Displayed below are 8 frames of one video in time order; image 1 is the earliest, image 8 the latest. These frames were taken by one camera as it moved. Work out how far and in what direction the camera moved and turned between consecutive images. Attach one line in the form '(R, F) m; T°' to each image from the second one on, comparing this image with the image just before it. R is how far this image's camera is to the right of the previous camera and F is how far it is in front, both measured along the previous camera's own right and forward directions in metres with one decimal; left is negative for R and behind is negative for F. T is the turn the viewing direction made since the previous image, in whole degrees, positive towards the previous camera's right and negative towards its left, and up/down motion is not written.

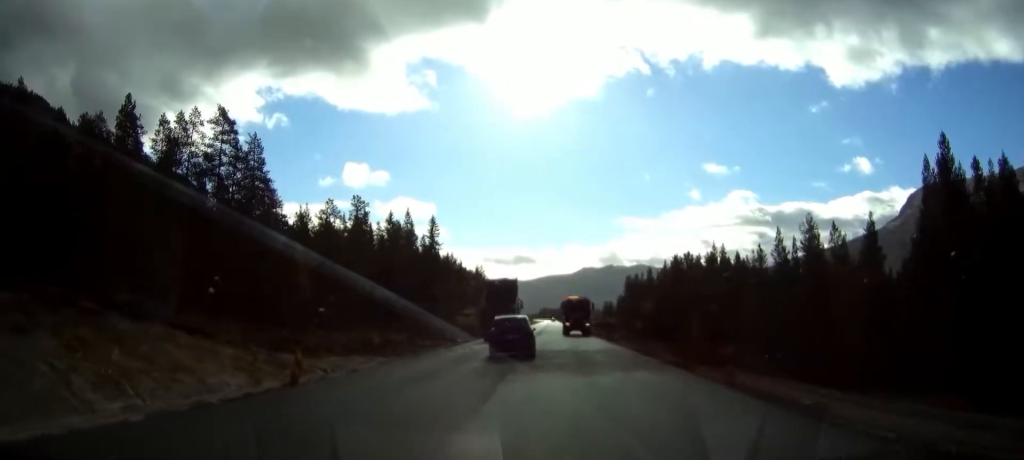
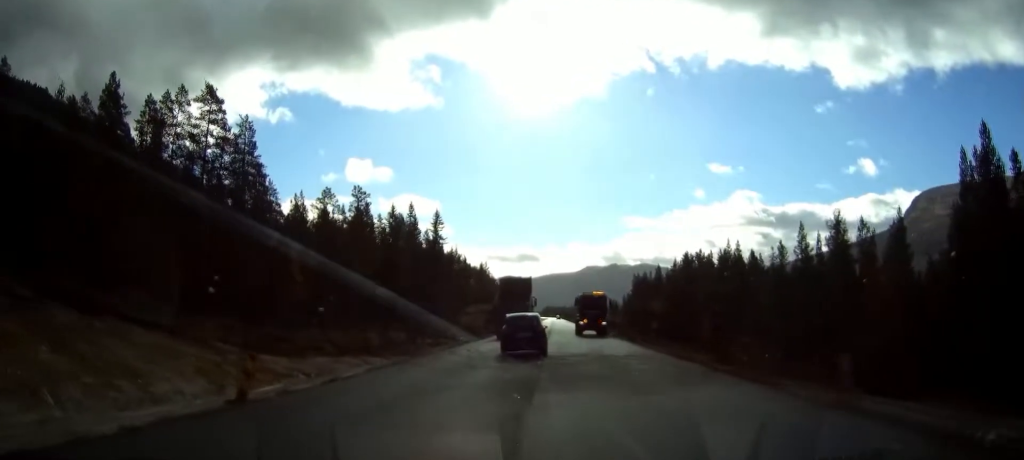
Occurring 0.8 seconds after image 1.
(0.0, +5.0) m; +2°
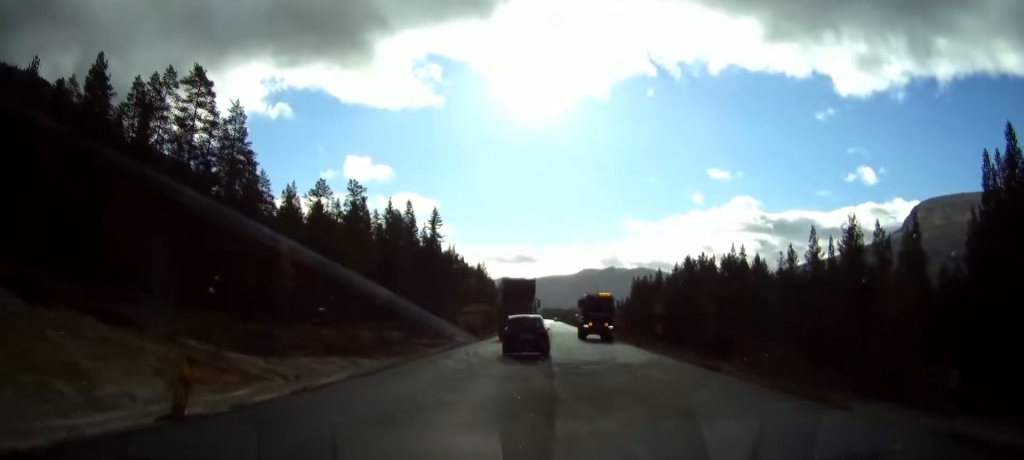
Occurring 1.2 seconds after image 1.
(+0.1, +3.1) m; +1°
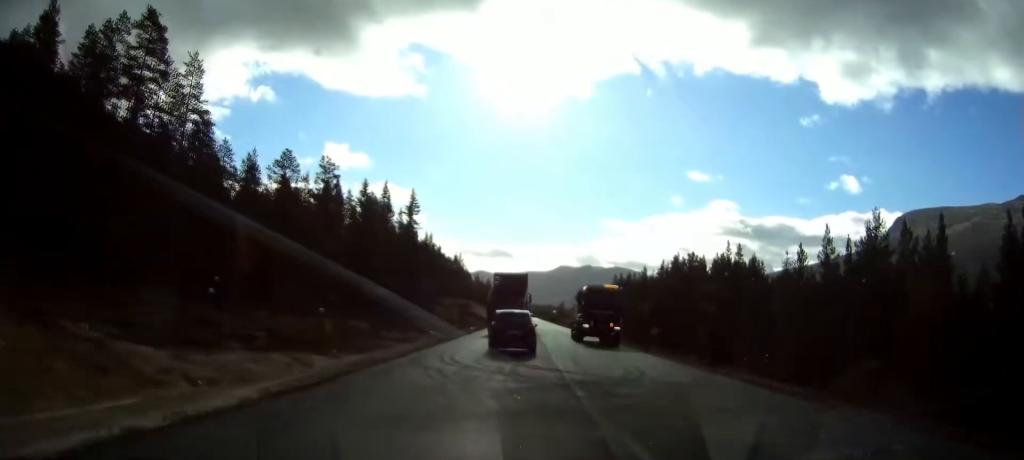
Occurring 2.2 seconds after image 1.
(+0.2, +7.2) m; +2°
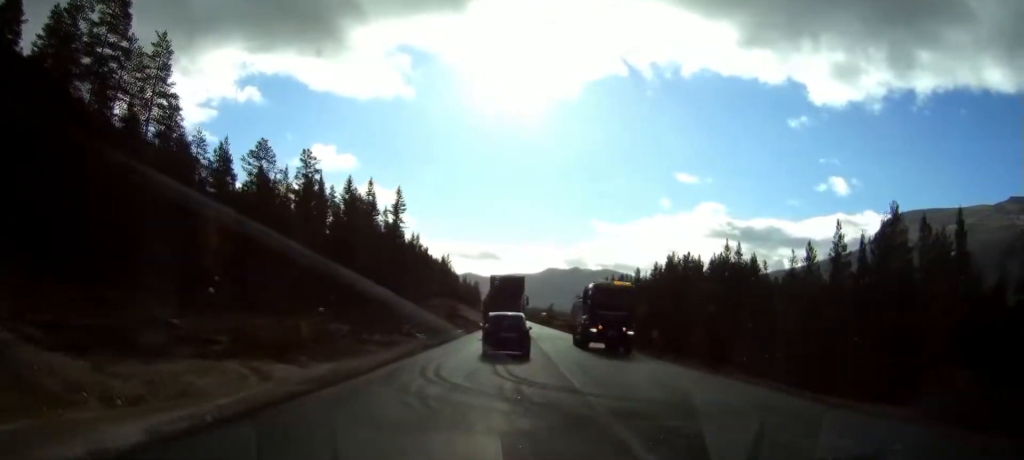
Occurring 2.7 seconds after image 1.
(0.0, +4.4) m; +1°
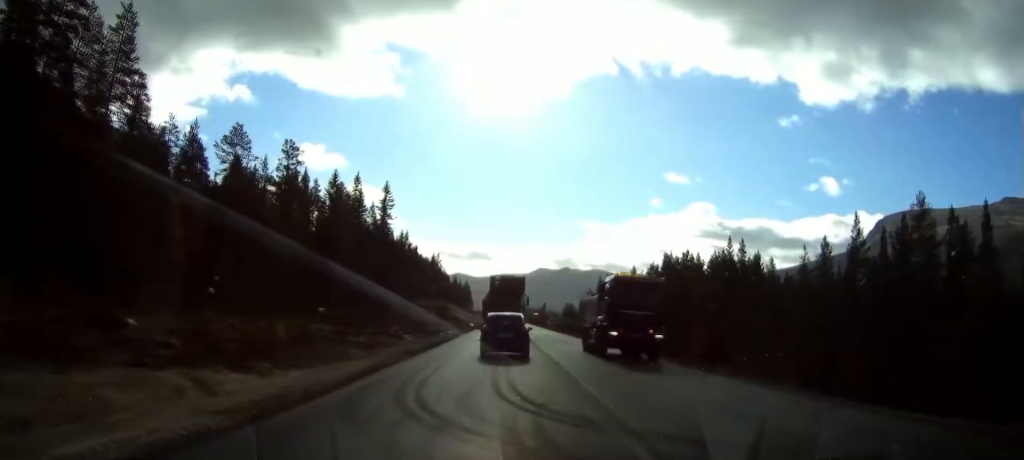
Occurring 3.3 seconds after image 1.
(0.0, +4.7) m; +1°
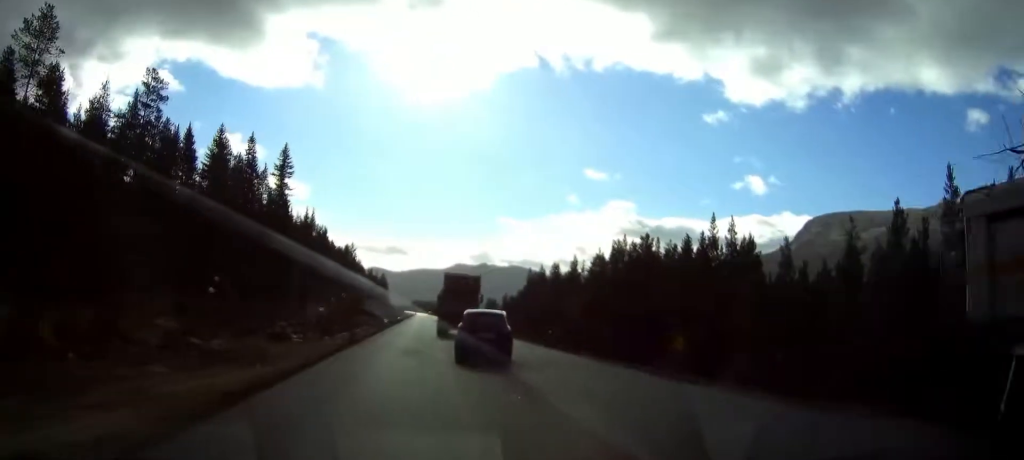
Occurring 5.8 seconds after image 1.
(+0.9, +21.4) m; +6°
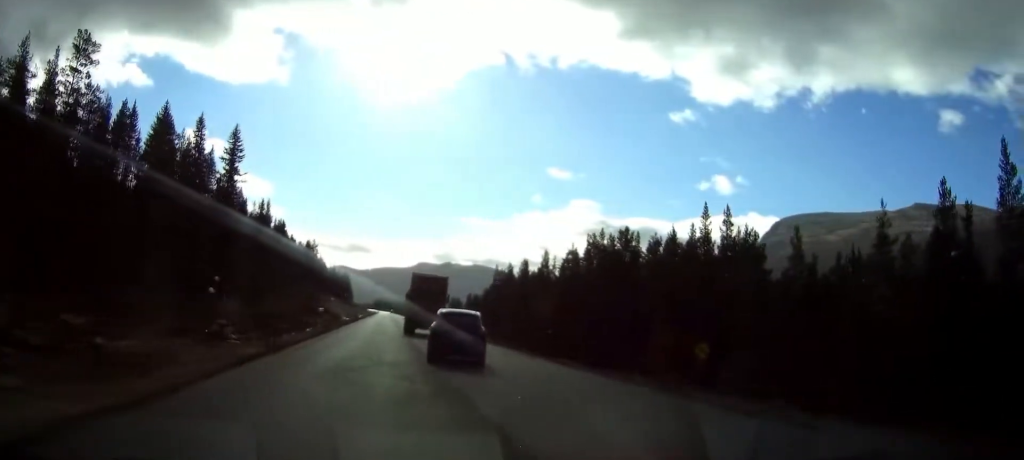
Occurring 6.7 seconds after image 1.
(+0.3, +8.2) m; +3°
